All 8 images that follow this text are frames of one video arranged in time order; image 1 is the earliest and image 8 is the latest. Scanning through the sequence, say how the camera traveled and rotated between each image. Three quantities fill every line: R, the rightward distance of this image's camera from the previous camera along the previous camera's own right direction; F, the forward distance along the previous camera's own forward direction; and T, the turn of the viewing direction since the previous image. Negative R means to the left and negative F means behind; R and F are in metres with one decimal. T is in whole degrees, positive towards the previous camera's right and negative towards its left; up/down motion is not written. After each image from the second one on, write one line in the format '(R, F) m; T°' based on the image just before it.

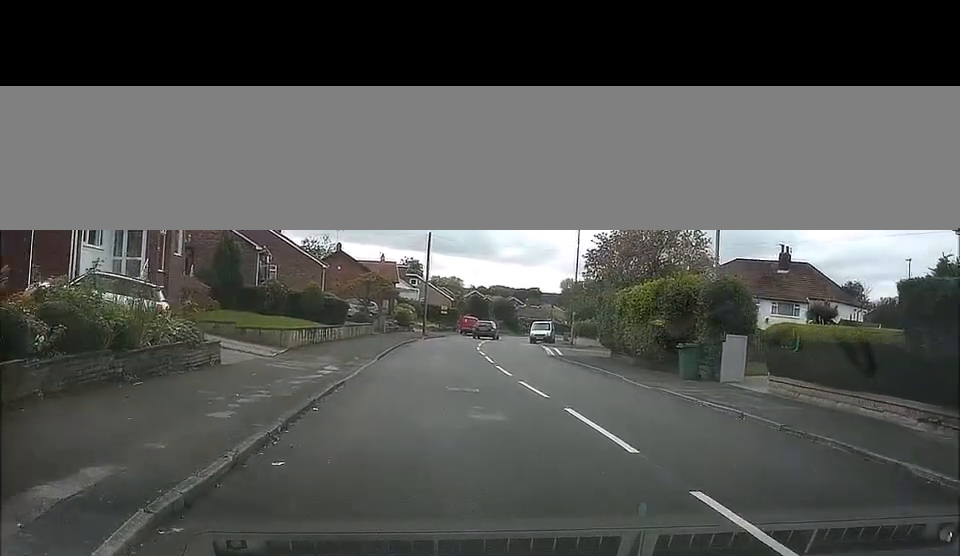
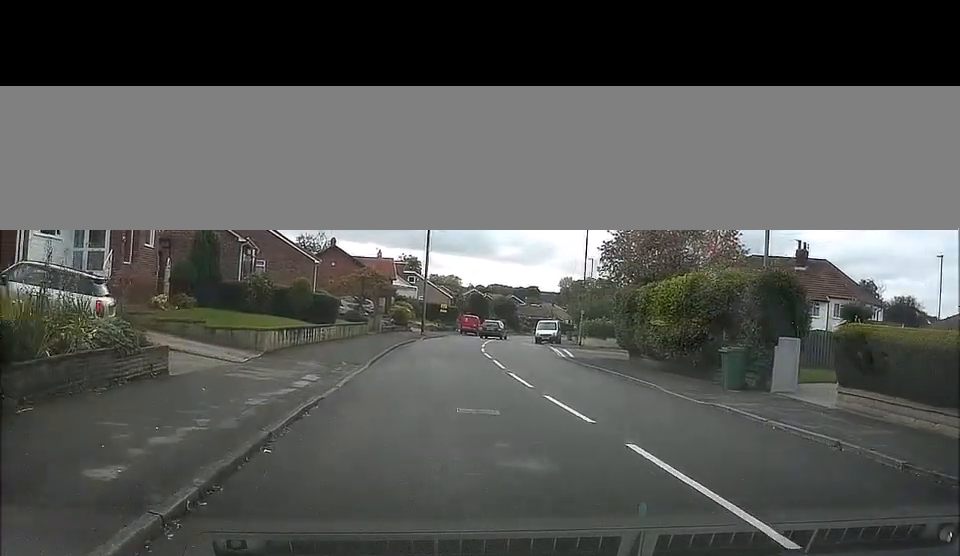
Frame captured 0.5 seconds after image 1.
(0.0, +4.5) m; -1°
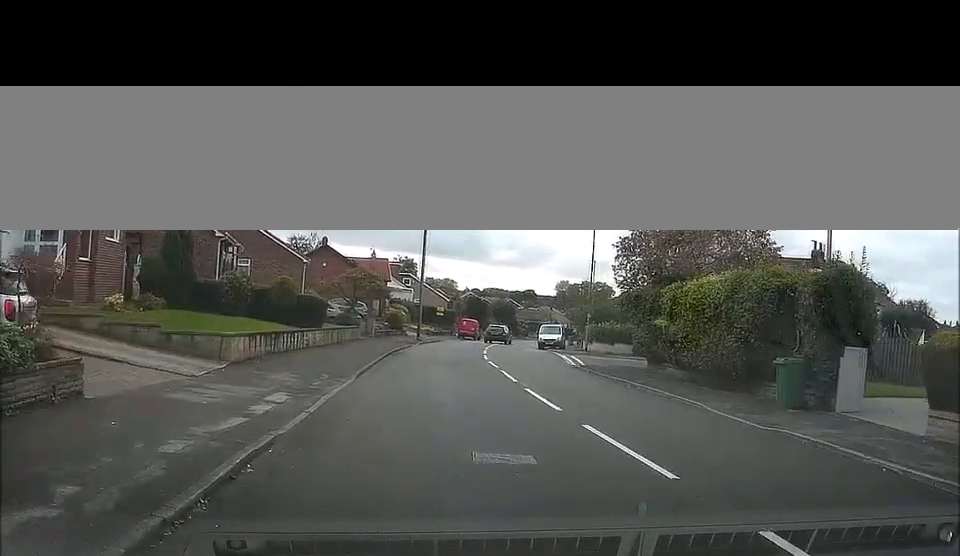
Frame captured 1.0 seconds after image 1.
(-0.3, +4.4) m; +2°
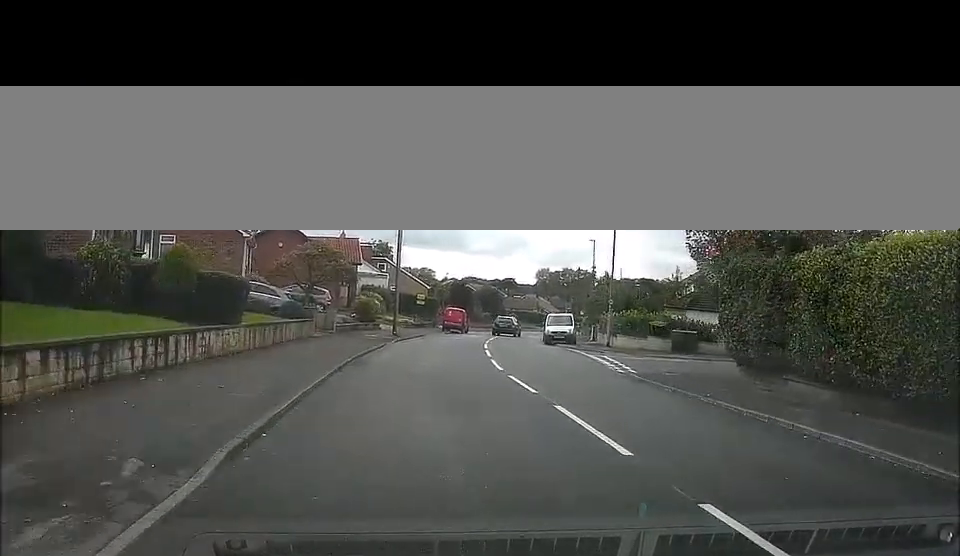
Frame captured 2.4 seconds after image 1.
(+1.1, +11.9) m; +7°
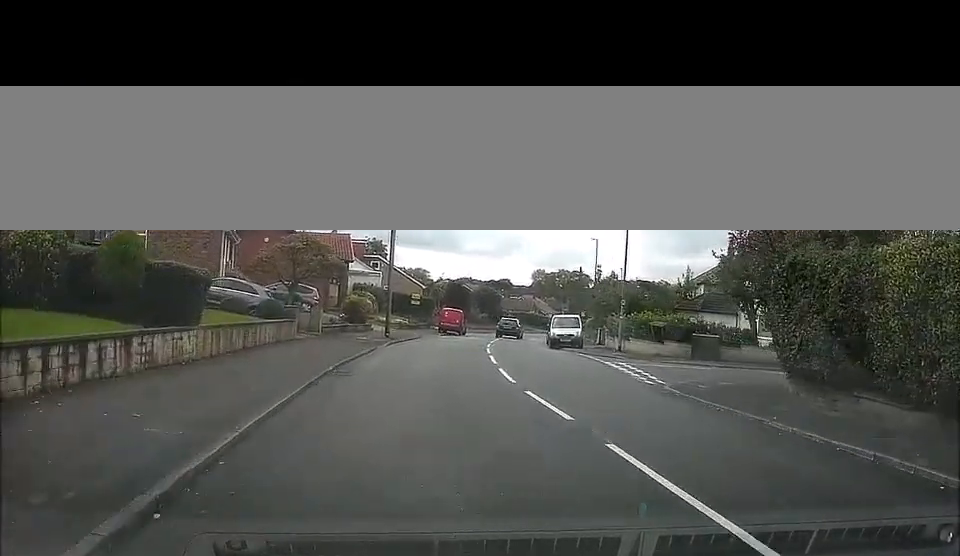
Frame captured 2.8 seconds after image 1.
(-0.1, +2.9) m; -2°
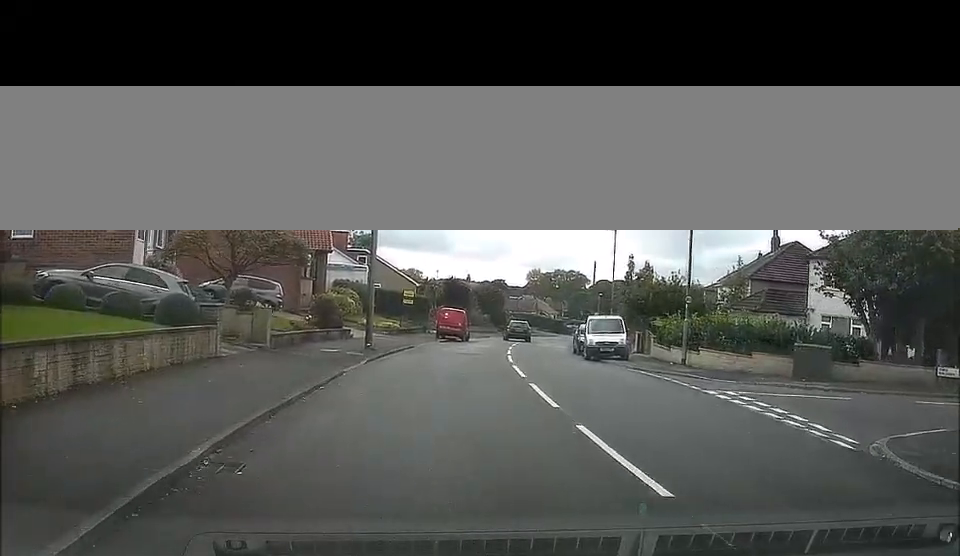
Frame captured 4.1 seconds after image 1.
(-0.5, +9.1) m; -3°
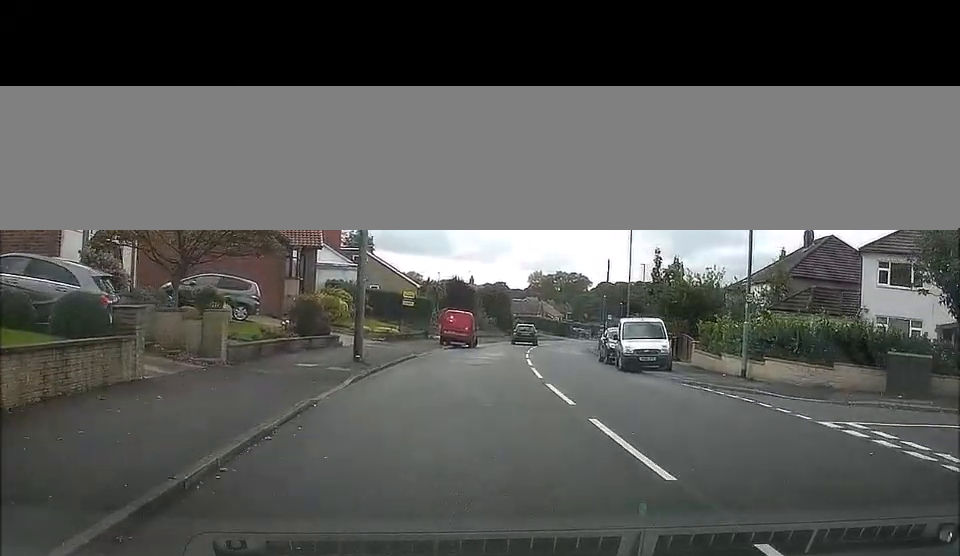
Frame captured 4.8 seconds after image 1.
(+0.1, +5.0) m; +3°
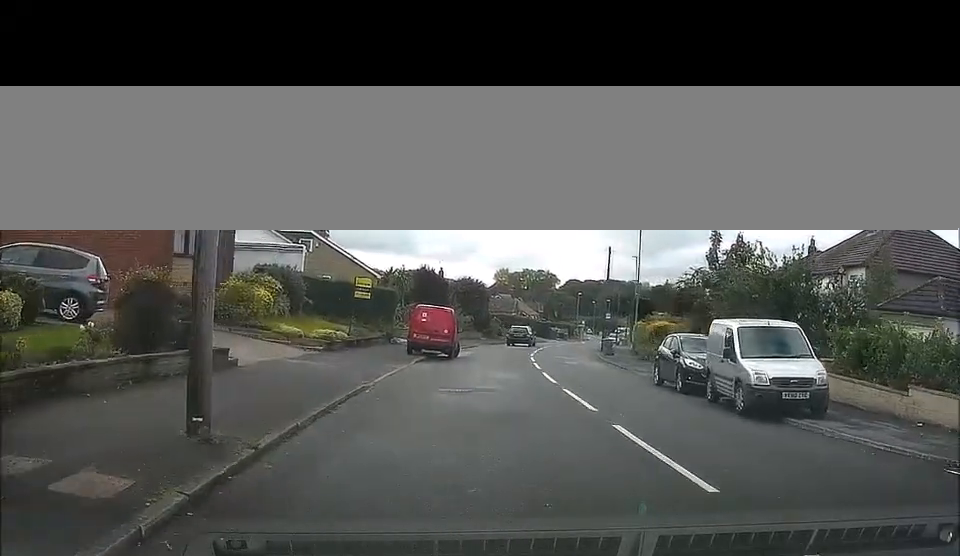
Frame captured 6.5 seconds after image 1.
(+1.0, +11.6) m; +10°
